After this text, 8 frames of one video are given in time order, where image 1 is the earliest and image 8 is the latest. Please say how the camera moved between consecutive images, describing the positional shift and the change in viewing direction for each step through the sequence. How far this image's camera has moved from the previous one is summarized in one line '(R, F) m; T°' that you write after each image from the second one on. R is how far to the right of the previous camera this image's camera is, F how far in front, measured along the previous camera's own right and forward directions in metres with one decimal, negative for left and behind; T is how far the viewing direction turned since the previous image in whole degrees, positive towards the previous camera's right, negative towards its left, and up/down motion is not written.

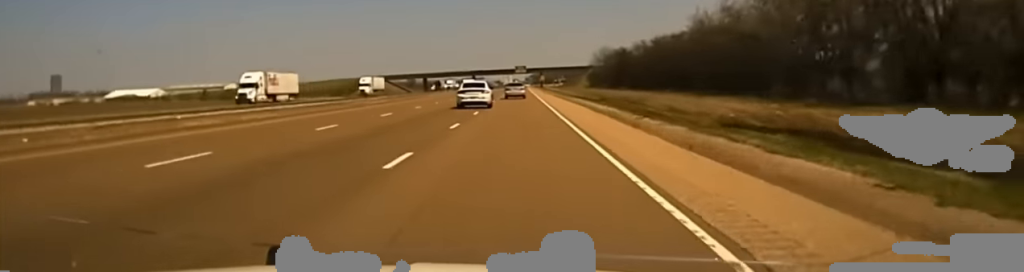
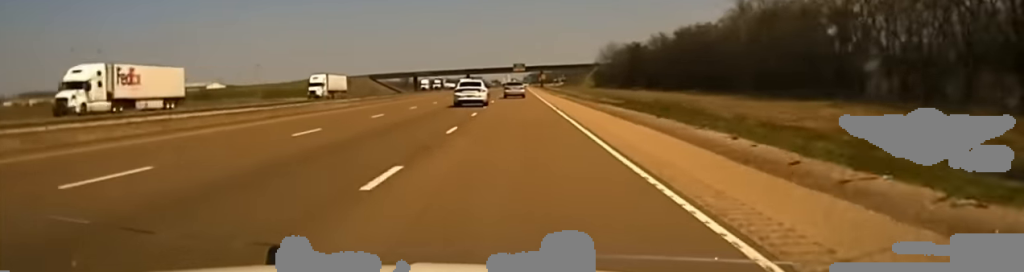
(0.0, +29.0) m; 0°
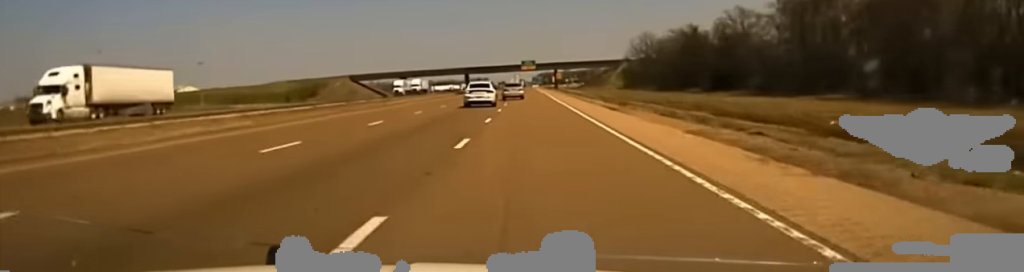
(+0.1, +64.1) m; 0°
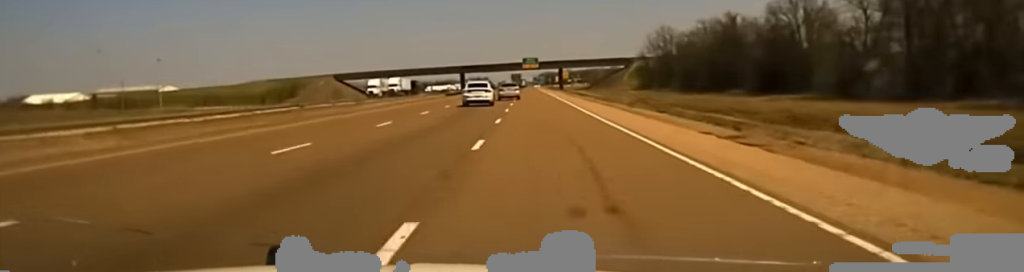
(+0.1, +28.7) m; 0°
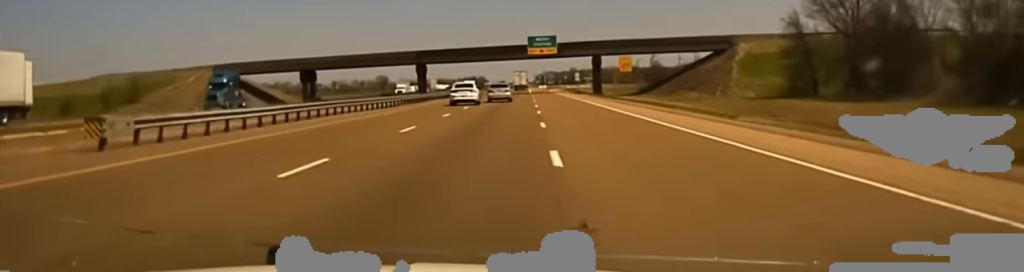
(-0.7, +106.4) m; 0°
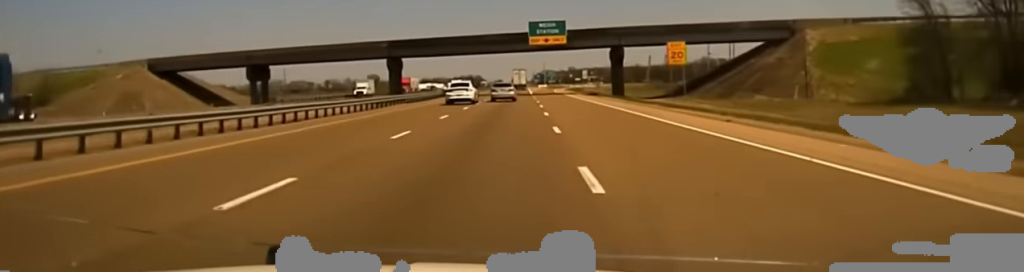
(+0.3, +25.7) m; 0°
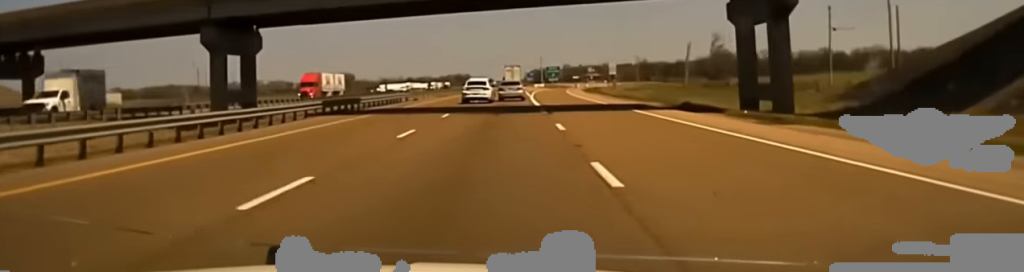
(0.0, +50.7) m; 0°
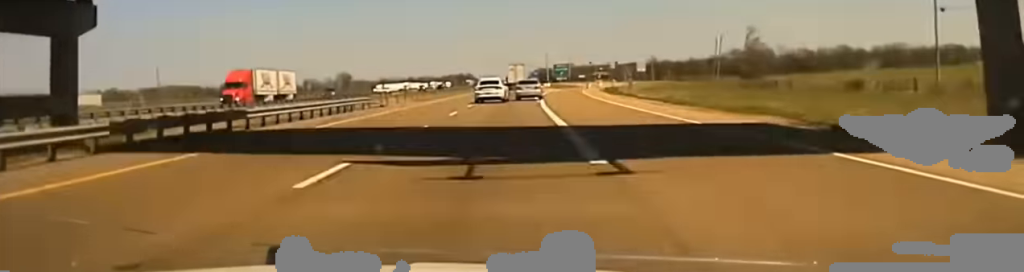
(-0.1, +18.2) m; 0°
